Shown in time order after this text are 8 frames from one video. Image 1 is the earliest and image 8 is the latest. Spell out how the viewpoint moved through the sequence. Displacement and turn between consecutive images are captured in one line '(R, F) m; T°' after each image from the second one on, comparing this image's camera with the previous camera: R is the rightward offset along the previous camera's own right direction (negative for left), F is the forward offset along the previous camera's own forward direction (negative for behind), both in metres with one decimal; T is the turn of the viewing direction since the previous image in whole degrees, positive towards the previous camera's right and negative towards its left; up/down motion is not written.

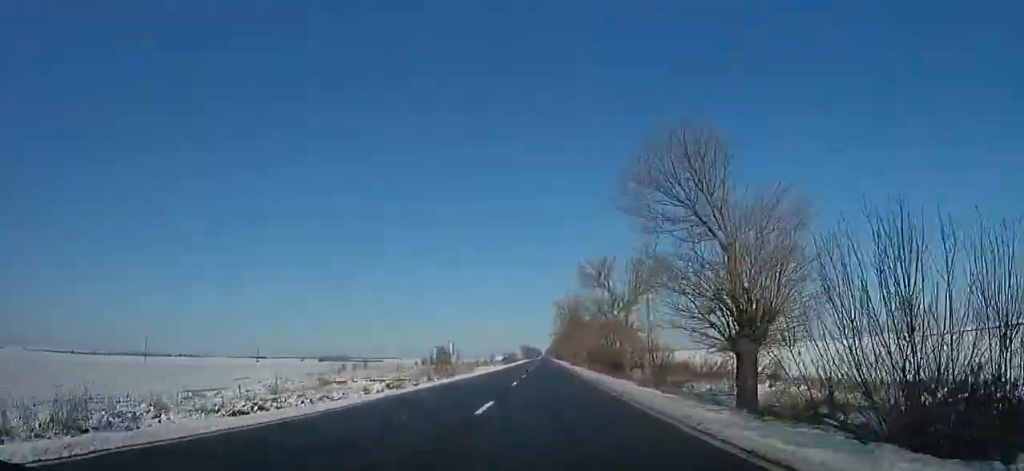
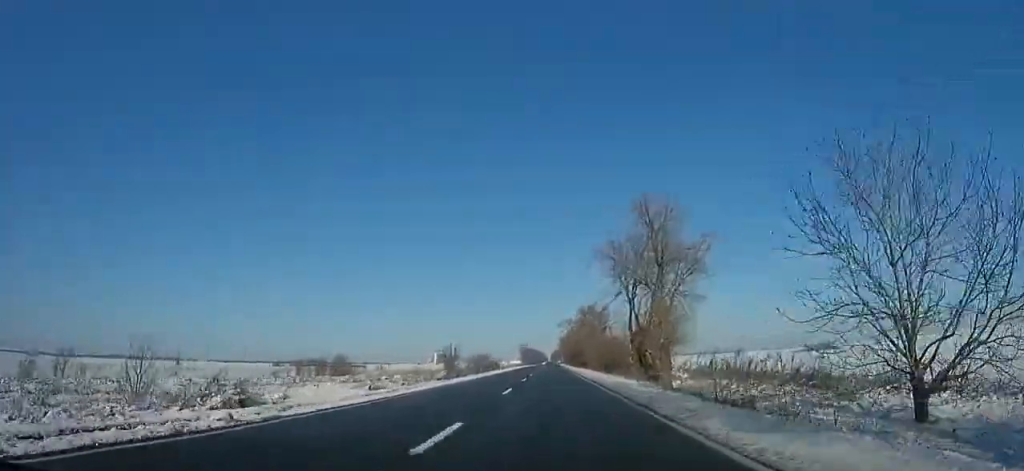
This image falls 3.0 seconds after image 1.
(+0.4, +75.9) m; 0°
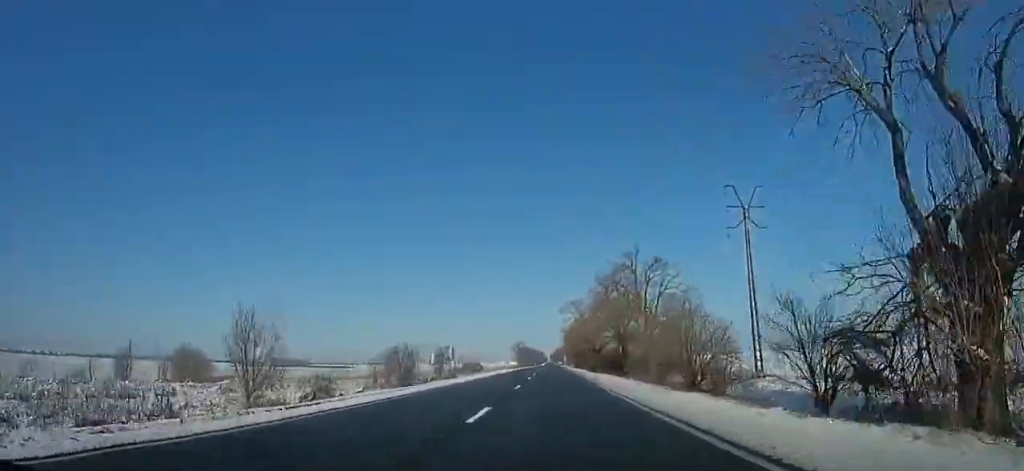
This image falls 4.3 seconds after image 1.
(0.0, +32.3) m; 0°
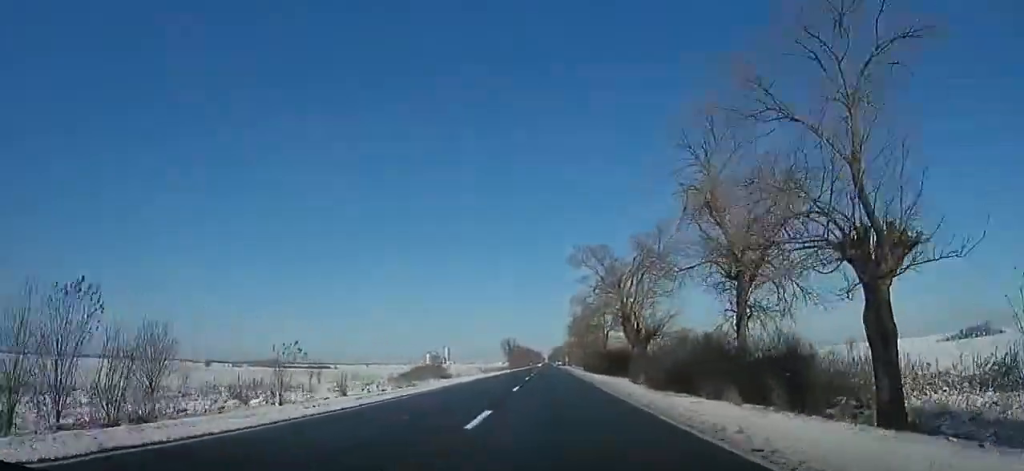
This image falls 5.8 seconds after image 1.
(-0.1, +36.3) m; 0°
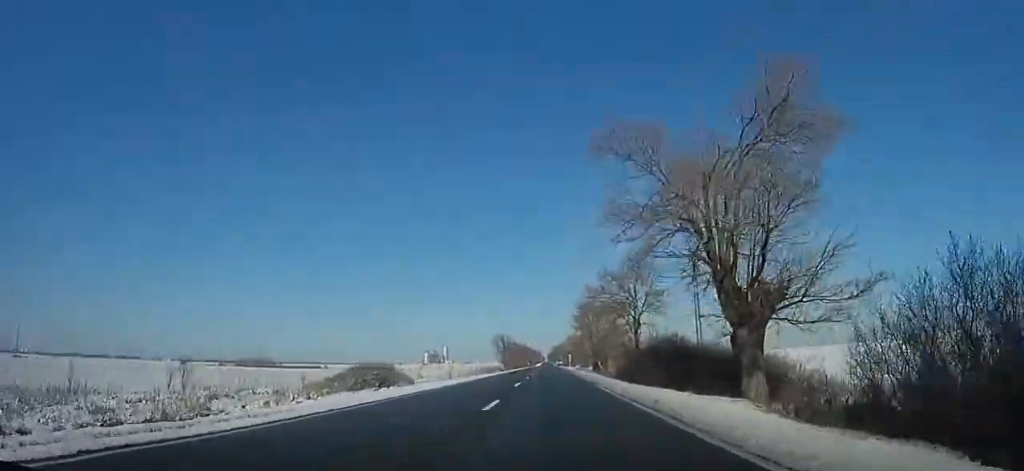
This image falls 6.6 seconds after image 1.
(0.0, +20.5) m; 0°
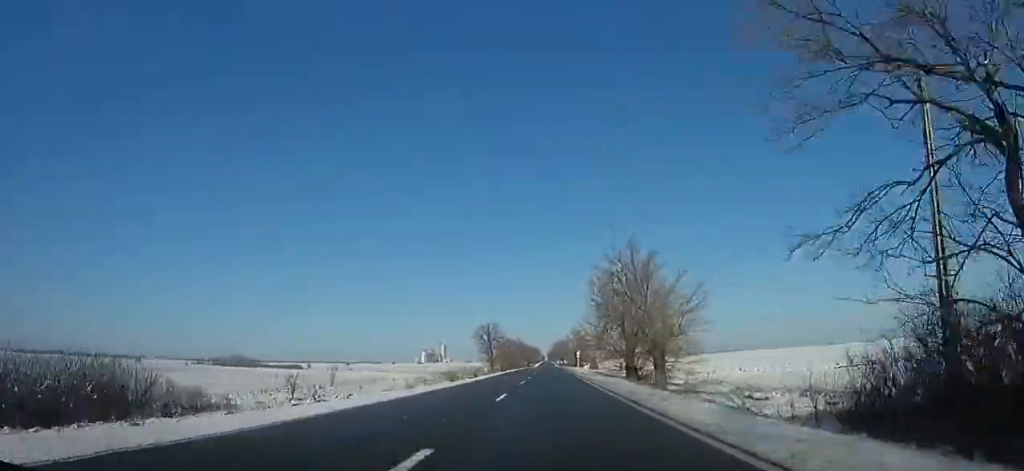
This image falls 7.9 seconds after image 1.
(0.0, +32.1) m; 0°
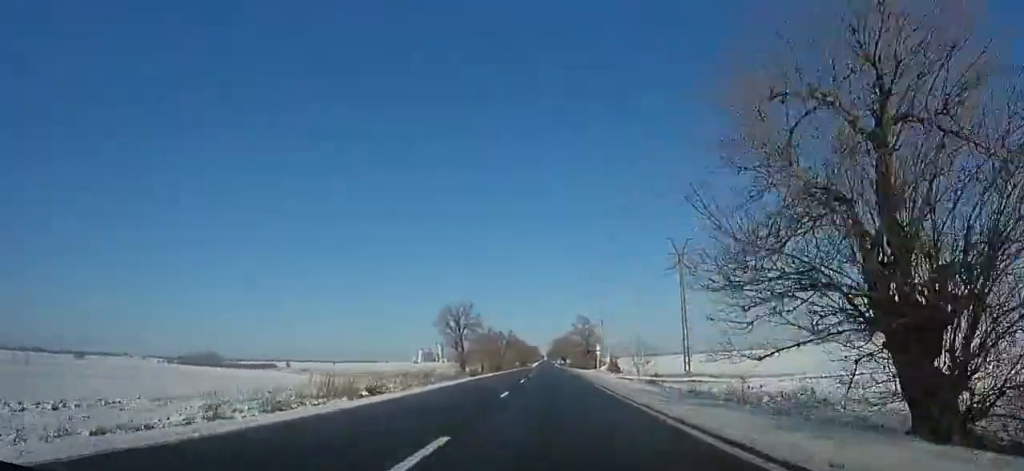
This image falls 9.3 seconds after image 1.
(-0.3, +34.5) m; 0°
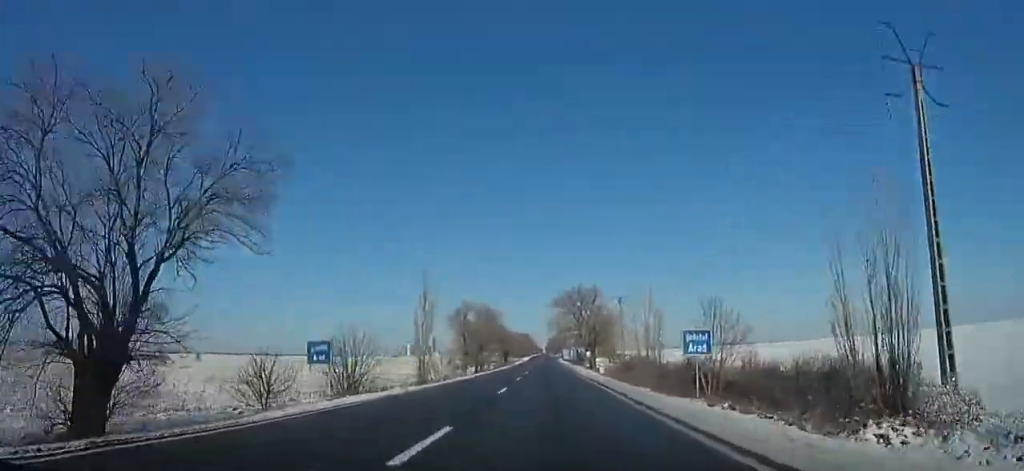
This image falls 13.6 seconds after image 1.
(+0.1, +106.0) m; 0°
